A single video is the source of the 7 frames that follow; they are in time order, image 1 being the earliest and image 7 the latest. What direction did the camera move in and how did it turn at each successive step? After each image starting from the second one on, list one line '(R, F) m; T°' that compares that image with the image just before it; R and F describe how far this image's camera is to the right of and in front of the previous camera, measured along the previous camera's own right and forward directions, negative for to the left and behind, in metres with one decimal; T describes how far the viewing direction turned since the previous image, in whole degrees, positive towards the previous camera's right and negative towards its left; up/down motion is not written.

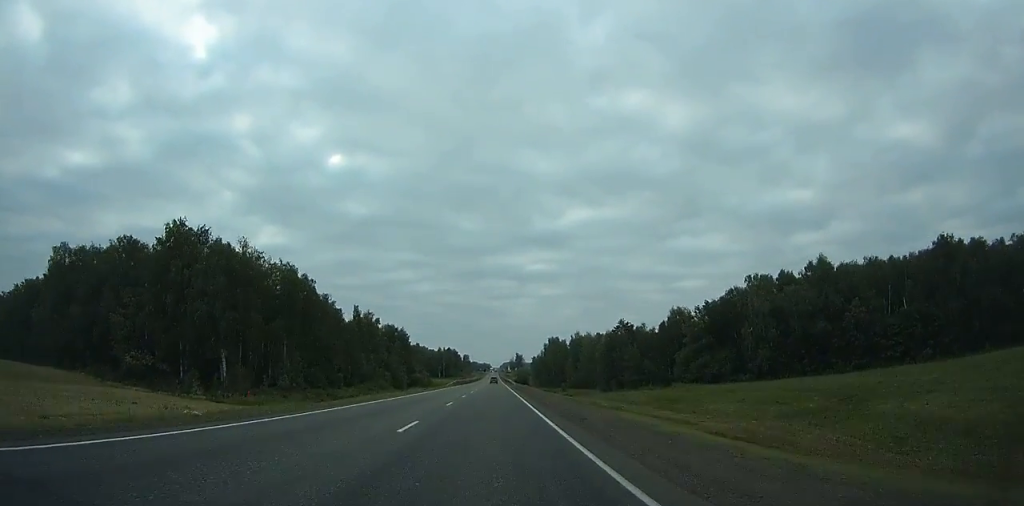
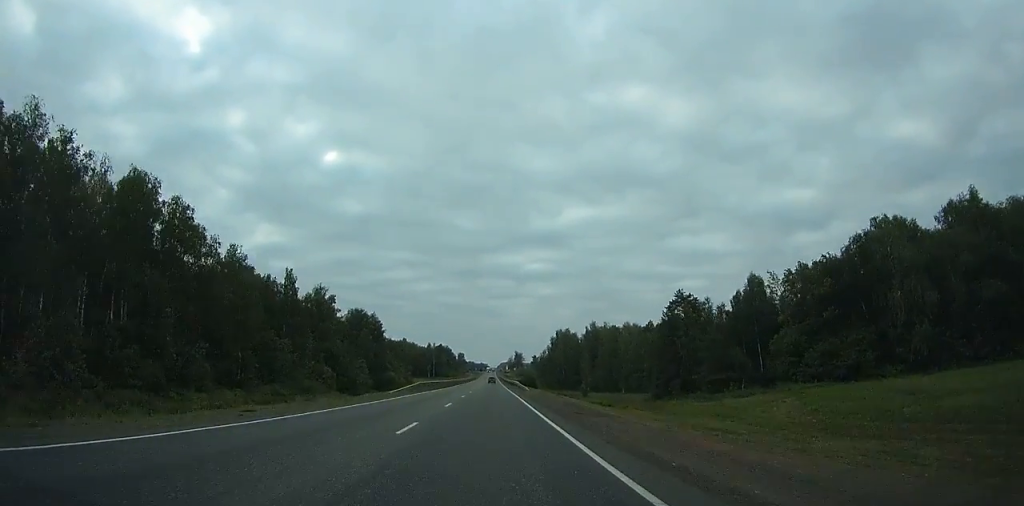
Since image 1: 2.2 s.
(-0.2, +47.8) m; 0°
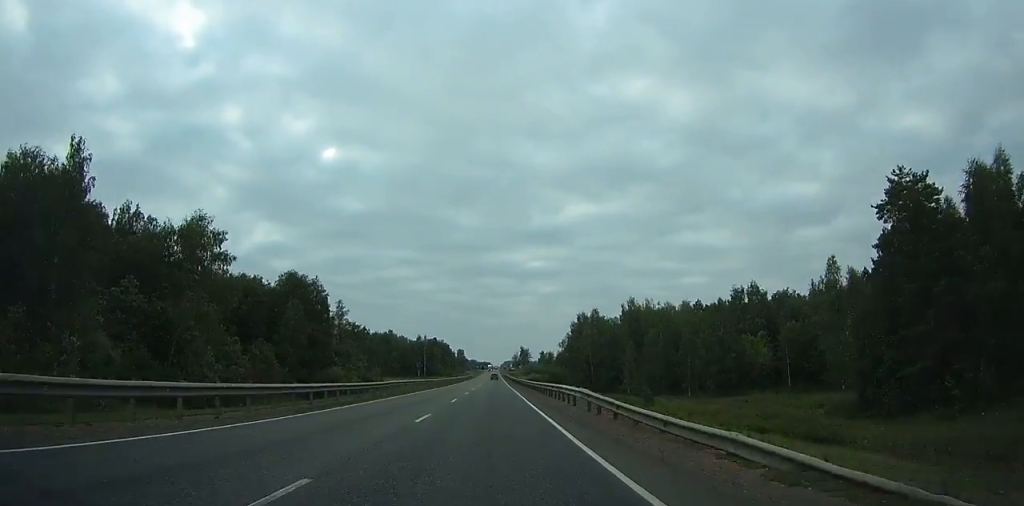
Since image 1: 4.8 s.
(+0.1, +56.7) m; 0°
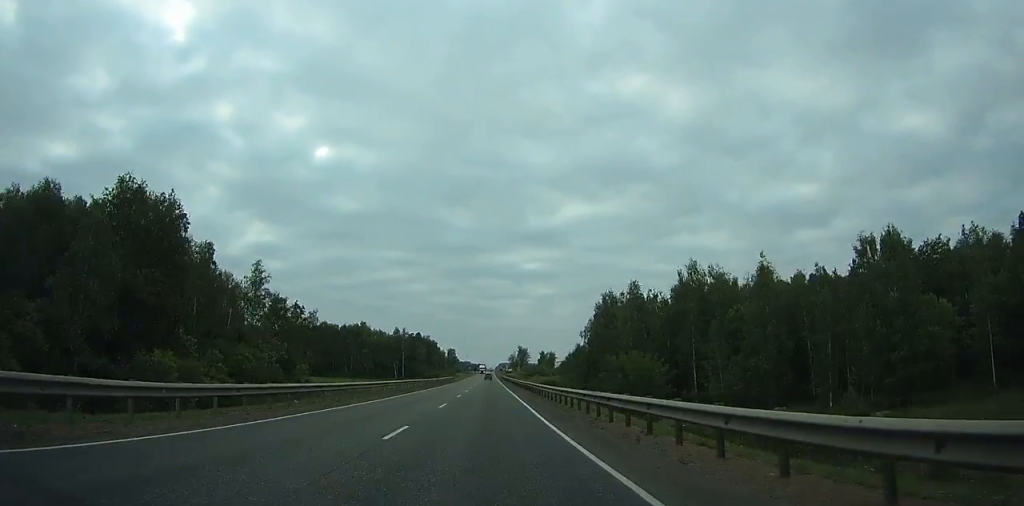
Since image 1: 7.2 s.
(+0.1, +52.5) m; 0°
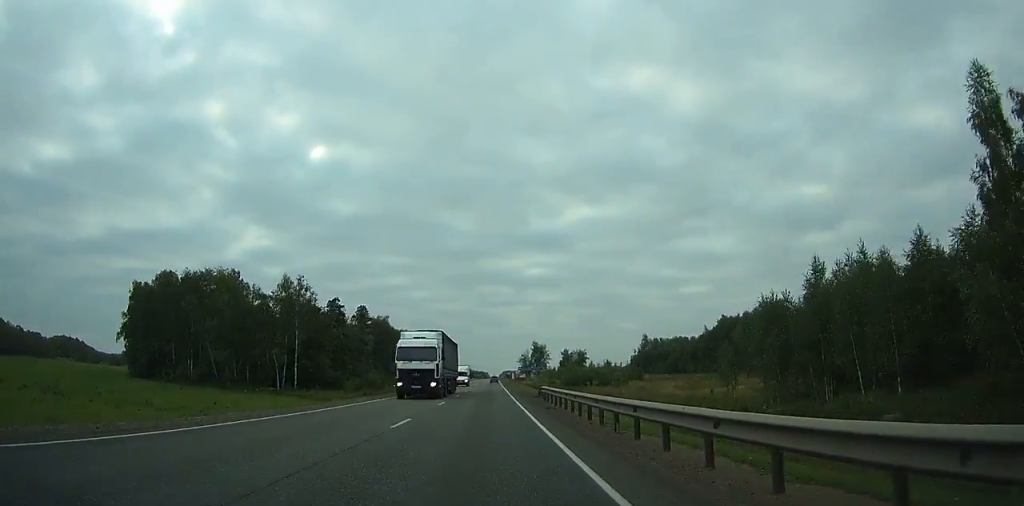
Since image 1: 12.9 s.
(+0.7, +126.4) m; +1°
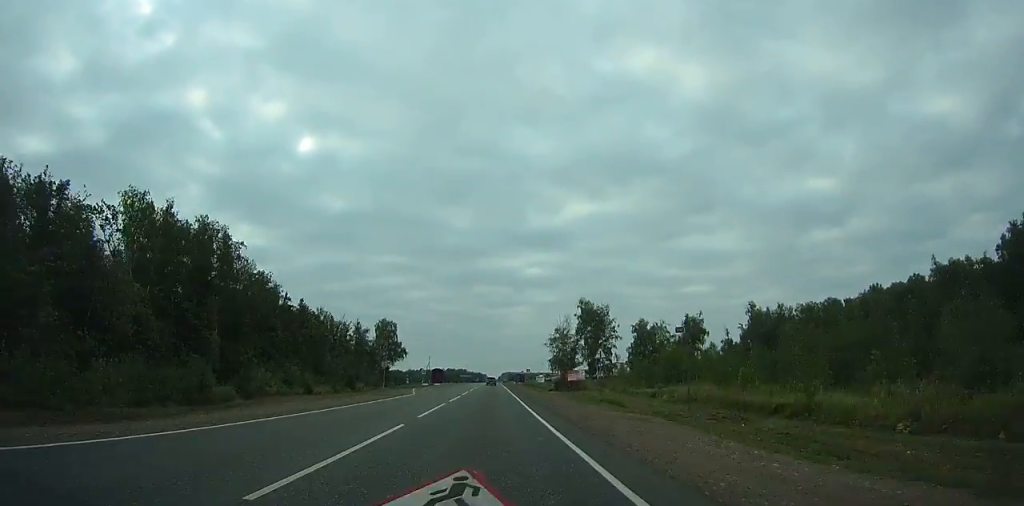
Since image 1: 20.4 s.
(-3.5, +165.2) m; +2°
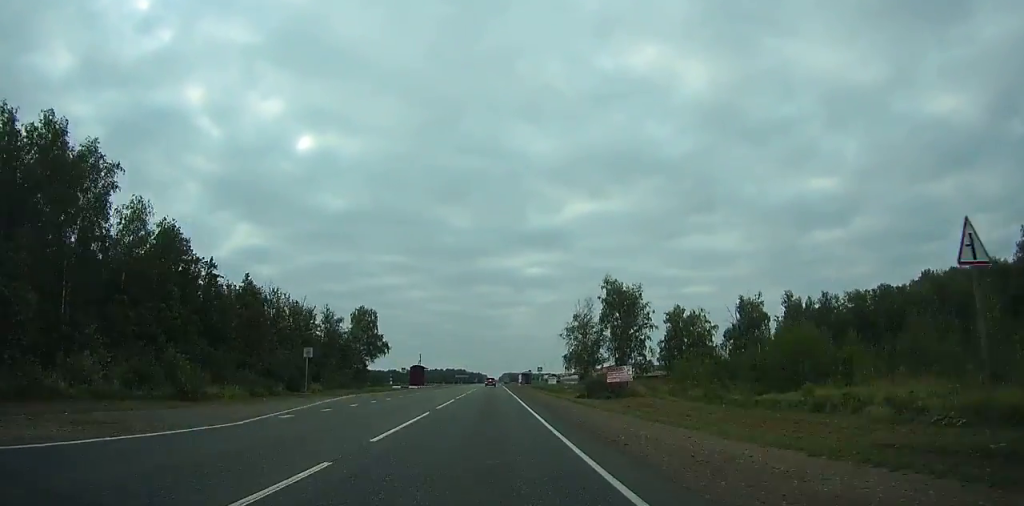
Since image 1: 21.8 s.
(+0.7, +28.9) m; 0°
